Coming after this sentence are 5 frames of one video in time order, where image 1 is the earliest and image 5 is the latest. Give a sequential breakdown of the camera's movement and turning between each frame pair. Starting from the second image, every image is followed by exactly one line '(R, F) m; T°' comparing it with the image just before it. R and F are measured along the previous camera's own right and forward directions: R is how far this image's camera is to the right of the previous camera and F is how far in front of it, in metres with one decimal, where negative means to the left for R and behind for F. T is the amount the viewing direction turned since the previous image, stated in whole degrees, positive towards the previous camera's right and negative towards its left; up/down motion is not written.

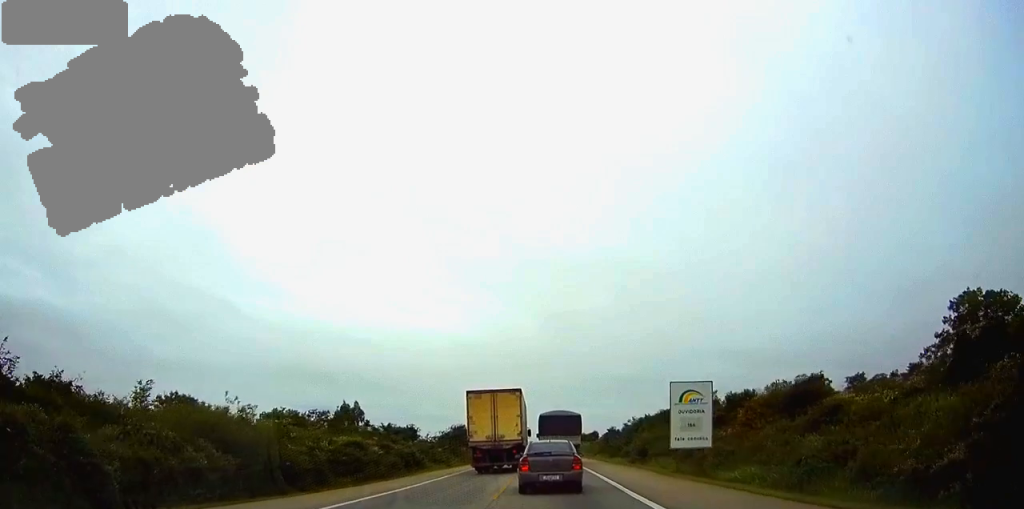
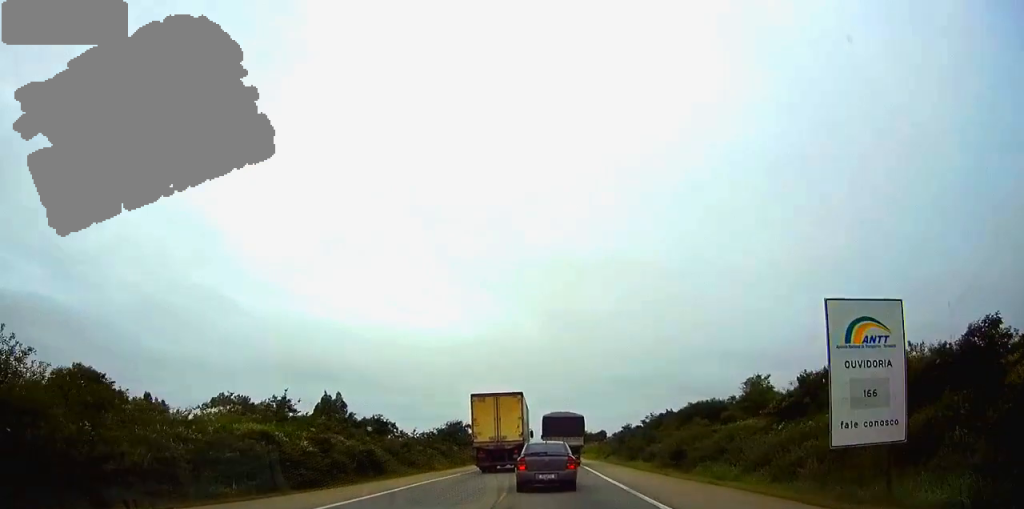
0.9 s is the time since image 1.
(-0.1, +17.5) m; -1°
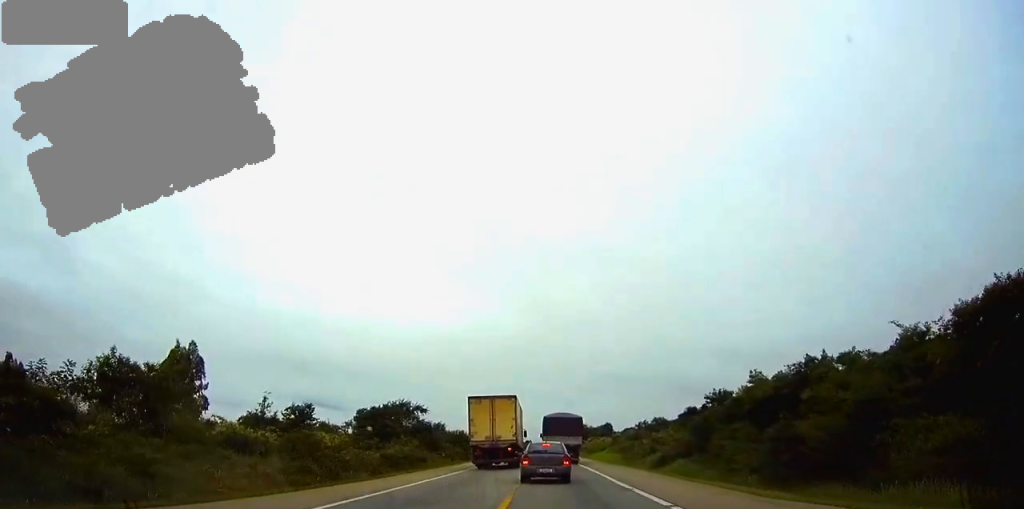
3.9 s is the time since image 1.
(+0.1, +60.2) m; +1°
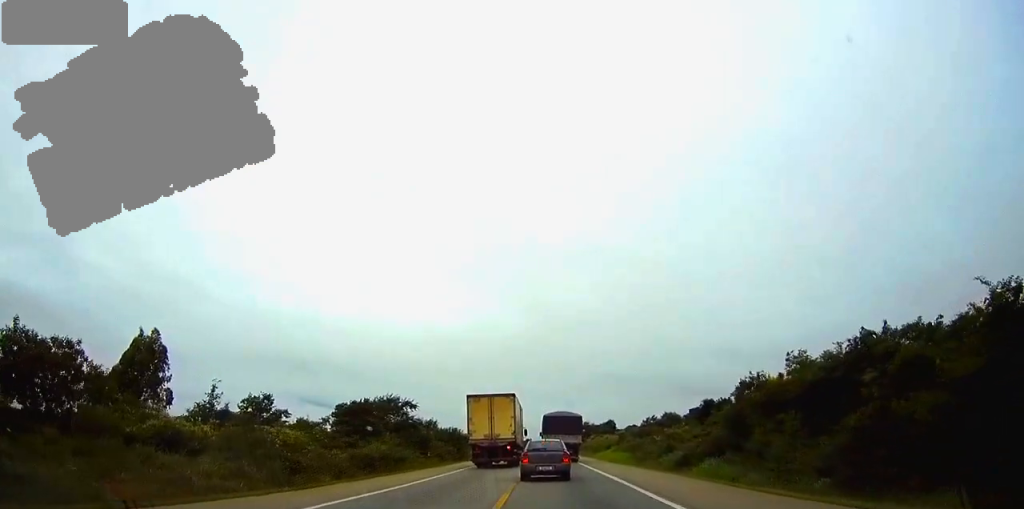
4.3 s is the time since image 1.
(0.0, +9.2) m; 0°
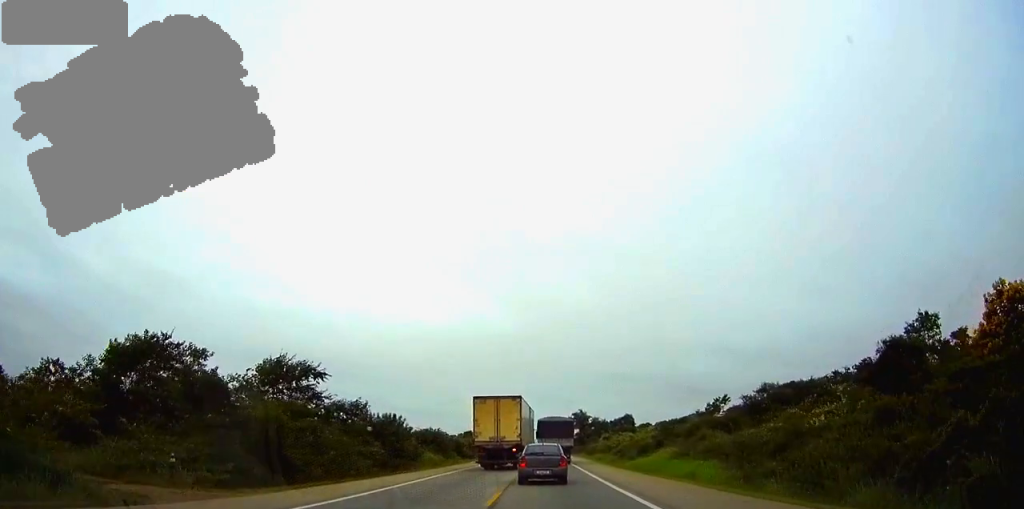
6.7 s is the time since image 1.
(0.0, +44.9) m; 0°
